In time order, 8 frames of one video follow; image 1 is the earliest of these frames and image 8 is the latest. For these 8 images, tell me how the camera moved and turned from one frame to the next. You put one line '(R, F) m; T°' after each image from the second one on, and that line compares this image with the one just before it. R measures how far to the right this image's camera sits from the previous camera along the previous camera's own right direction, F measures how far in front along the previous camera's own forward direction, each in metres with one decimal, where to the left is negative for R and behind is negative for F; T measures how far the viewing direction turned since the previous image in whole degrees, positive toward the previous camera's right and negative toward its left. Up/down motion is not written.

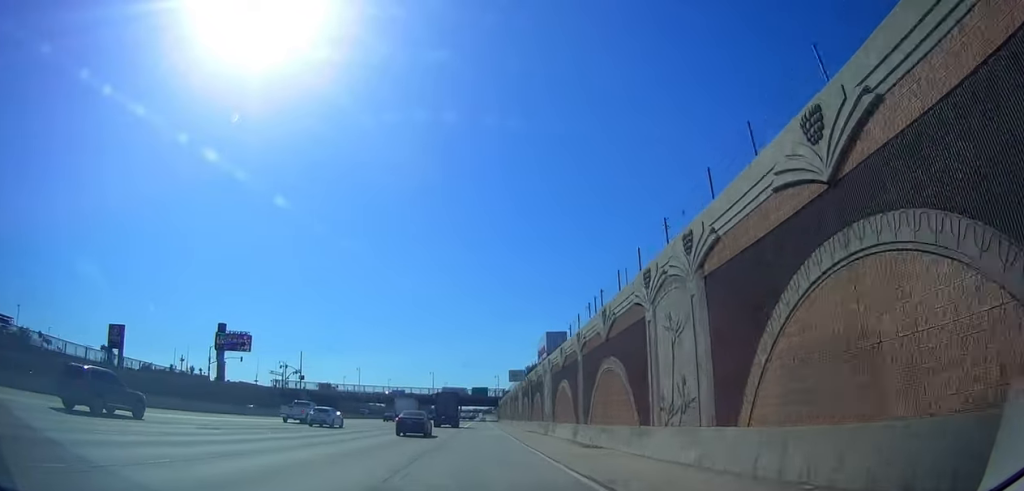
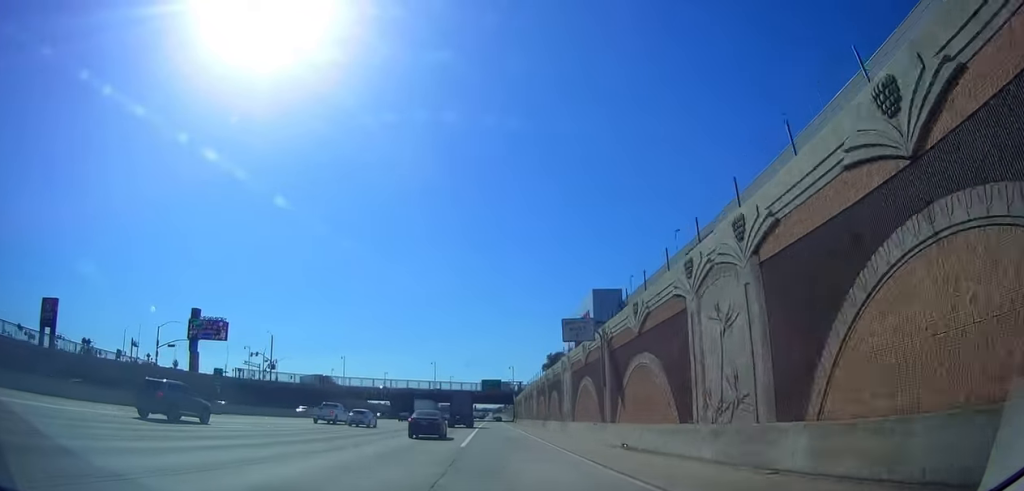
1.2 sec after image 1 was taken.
(0.0, +31.4) m; 0°
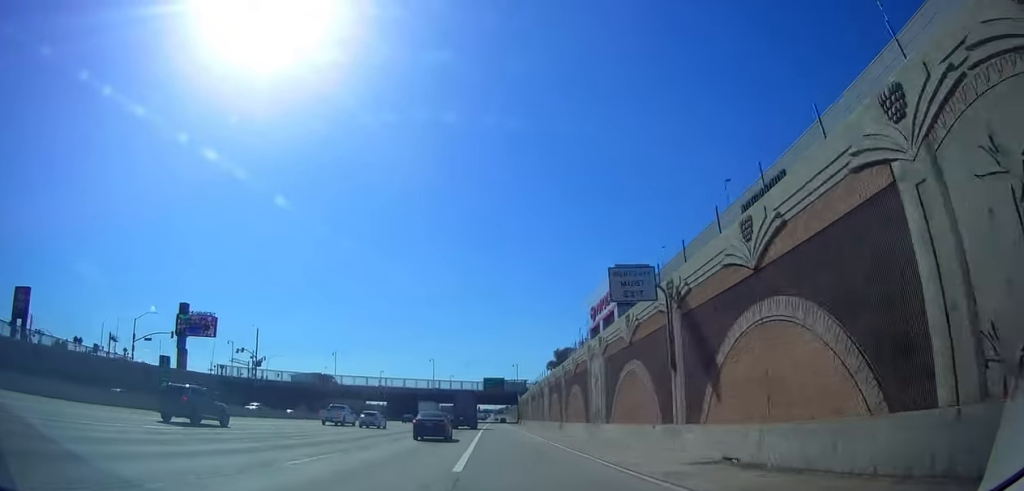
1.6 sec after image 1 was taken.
(0.0, +10.4) m; 0°
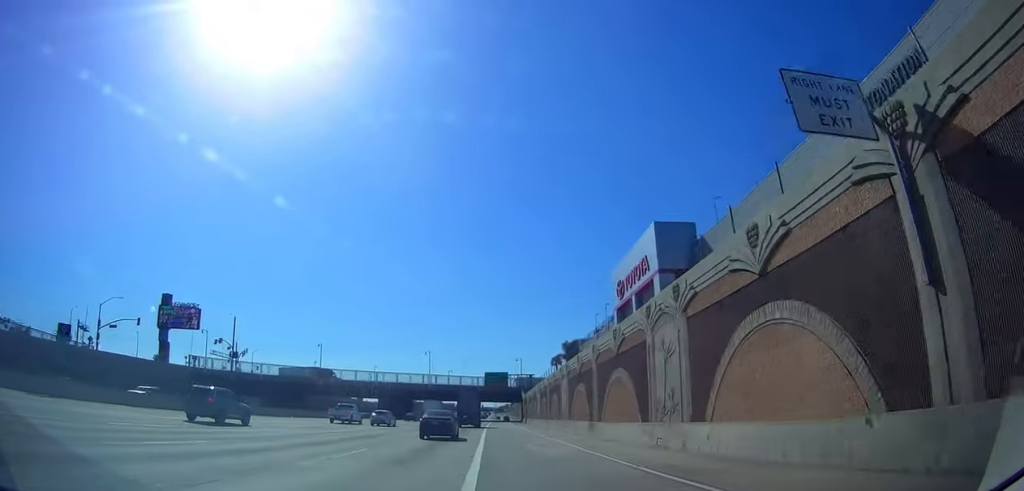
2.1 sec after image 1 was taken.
(0.0, +12.7) m; 0°
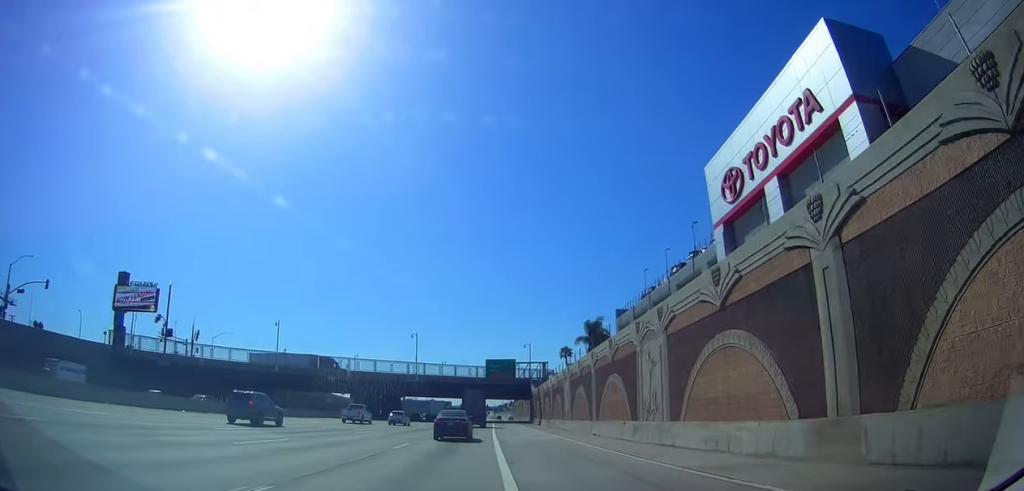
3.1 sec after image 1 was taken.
(-0.1, +25.5) m; -1°
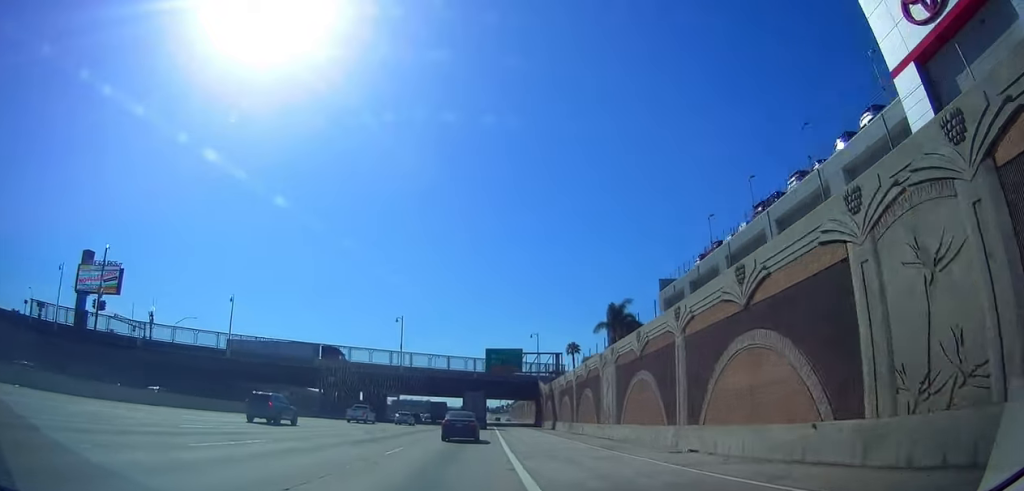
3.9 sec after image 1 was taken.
(-0.3, +17.8) m; -1°
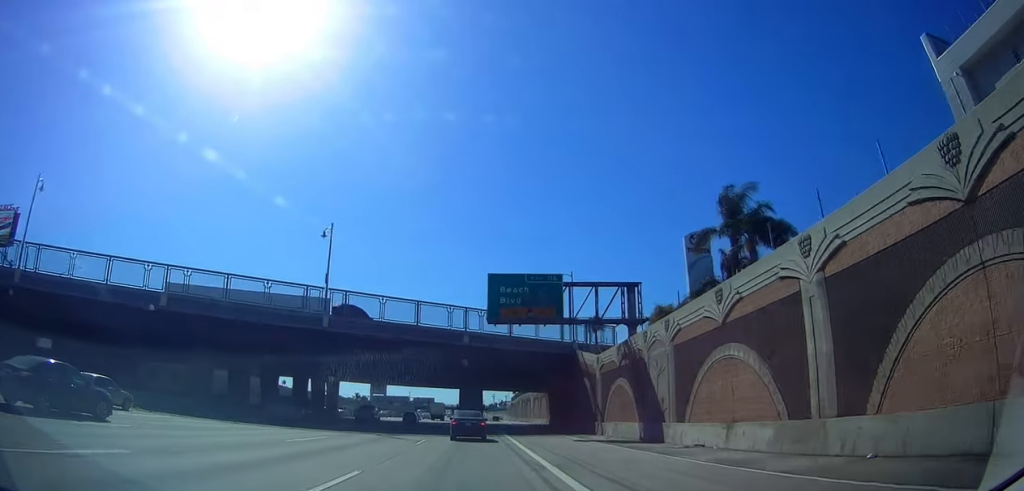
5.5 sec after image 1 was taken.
(+0.8, +38.8) m; +2°
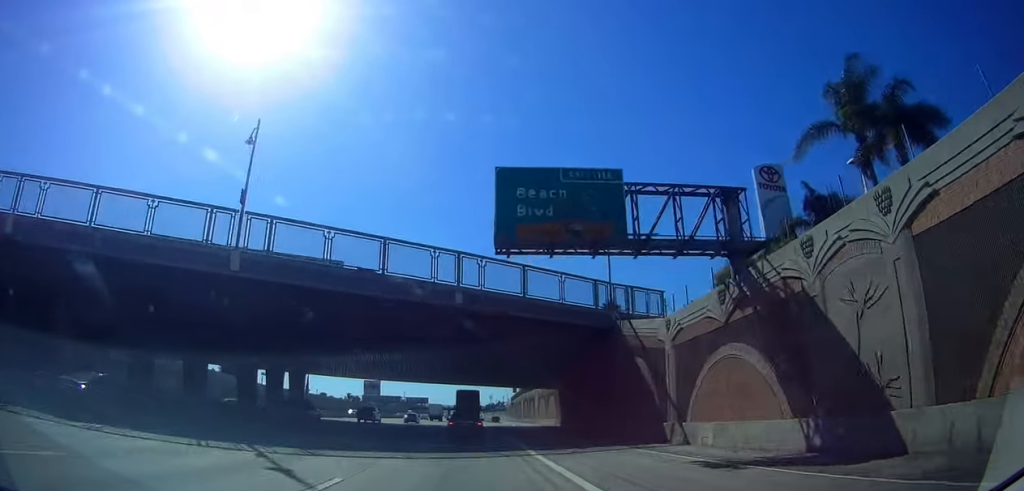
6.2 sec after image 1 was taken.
(+0.1, +16.5) m; +1°
